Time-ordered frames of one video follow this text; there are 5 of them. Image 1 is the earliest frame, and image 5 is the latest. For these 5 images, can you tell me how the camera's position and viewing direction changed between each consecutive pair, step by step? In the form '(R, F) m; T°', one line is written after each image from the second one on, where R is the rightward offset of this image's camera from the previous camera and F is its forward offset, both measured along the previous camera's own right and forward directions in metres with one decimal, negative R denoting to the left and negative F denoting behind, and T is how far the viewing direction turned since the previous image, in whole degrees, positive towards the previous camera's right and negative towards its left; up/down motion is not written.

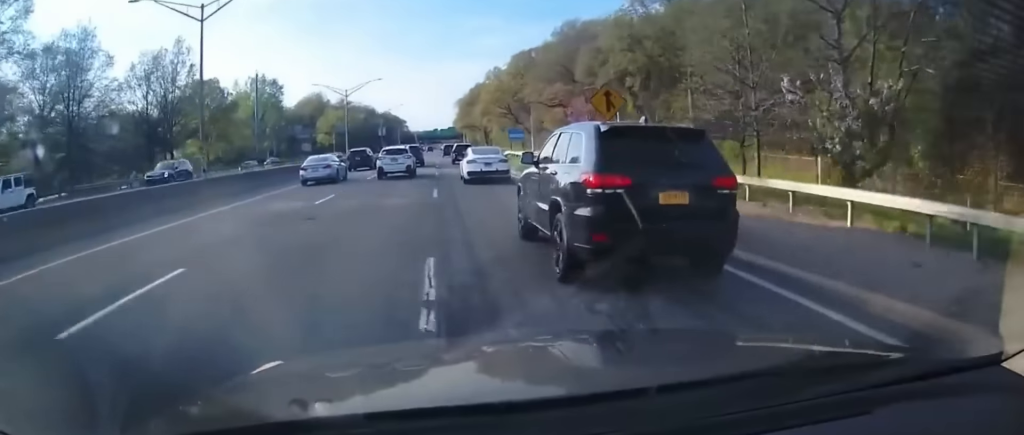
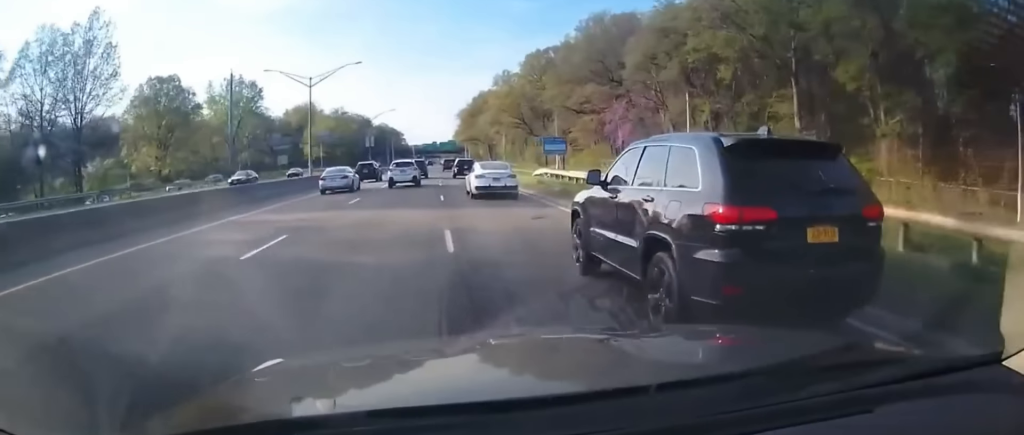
(-0.3, +21.0) m; -1°
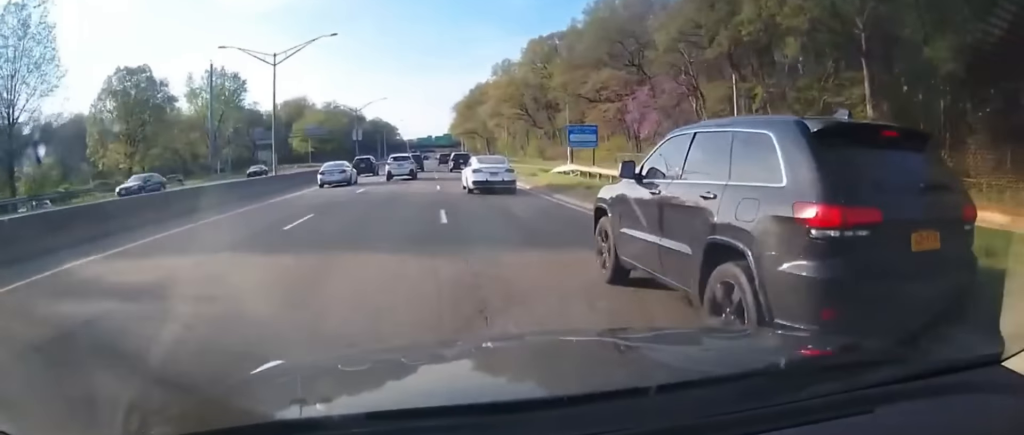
(0.0, +8.9) m; 0°
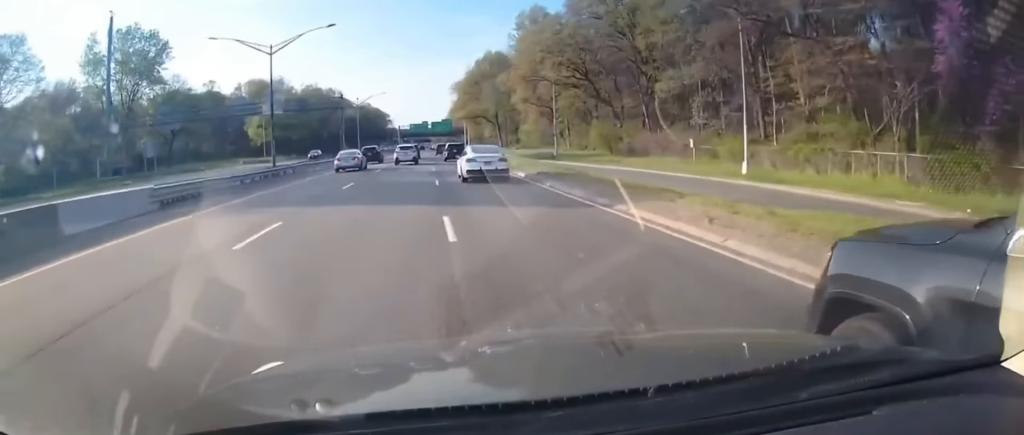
(+0.1, +39.8) m; +2°
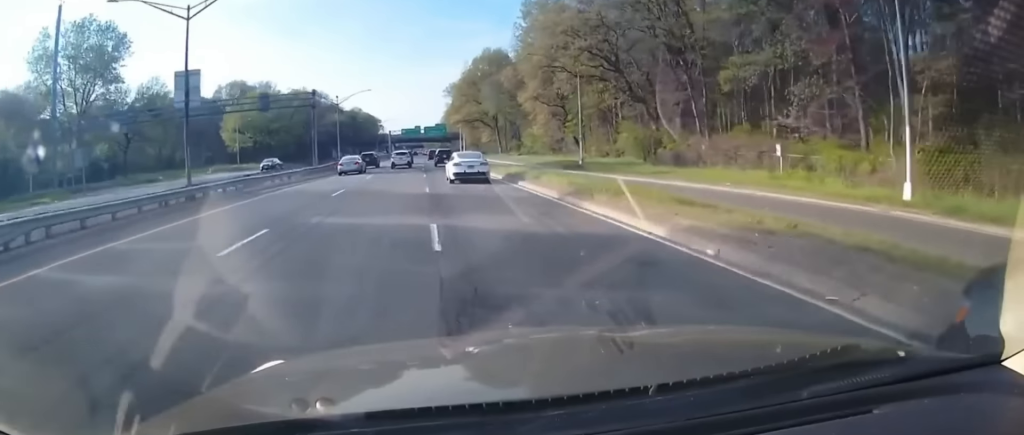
(+0.1, +13.5) m; +3°
